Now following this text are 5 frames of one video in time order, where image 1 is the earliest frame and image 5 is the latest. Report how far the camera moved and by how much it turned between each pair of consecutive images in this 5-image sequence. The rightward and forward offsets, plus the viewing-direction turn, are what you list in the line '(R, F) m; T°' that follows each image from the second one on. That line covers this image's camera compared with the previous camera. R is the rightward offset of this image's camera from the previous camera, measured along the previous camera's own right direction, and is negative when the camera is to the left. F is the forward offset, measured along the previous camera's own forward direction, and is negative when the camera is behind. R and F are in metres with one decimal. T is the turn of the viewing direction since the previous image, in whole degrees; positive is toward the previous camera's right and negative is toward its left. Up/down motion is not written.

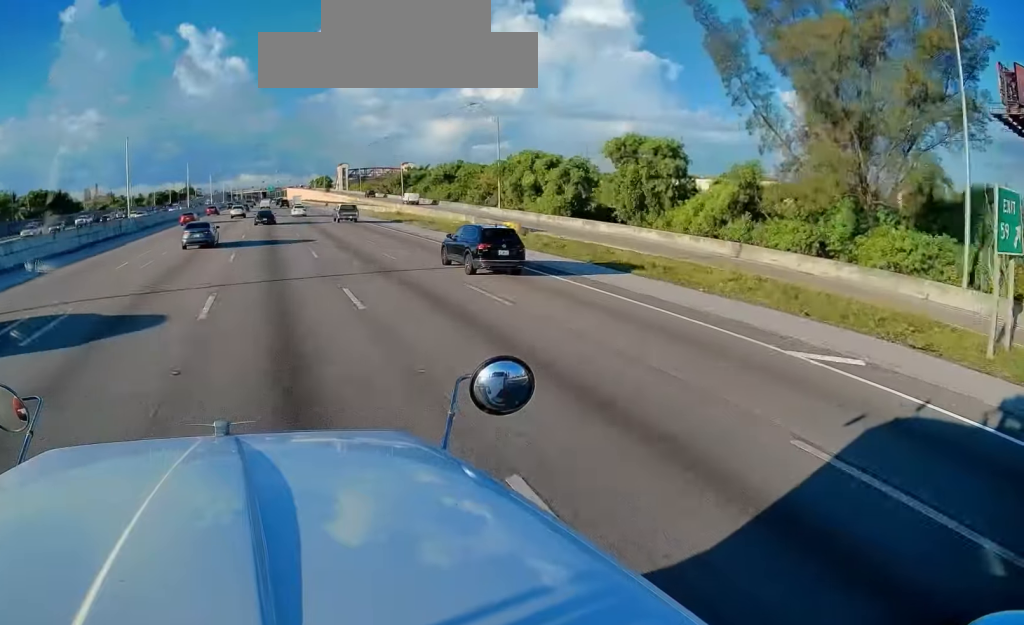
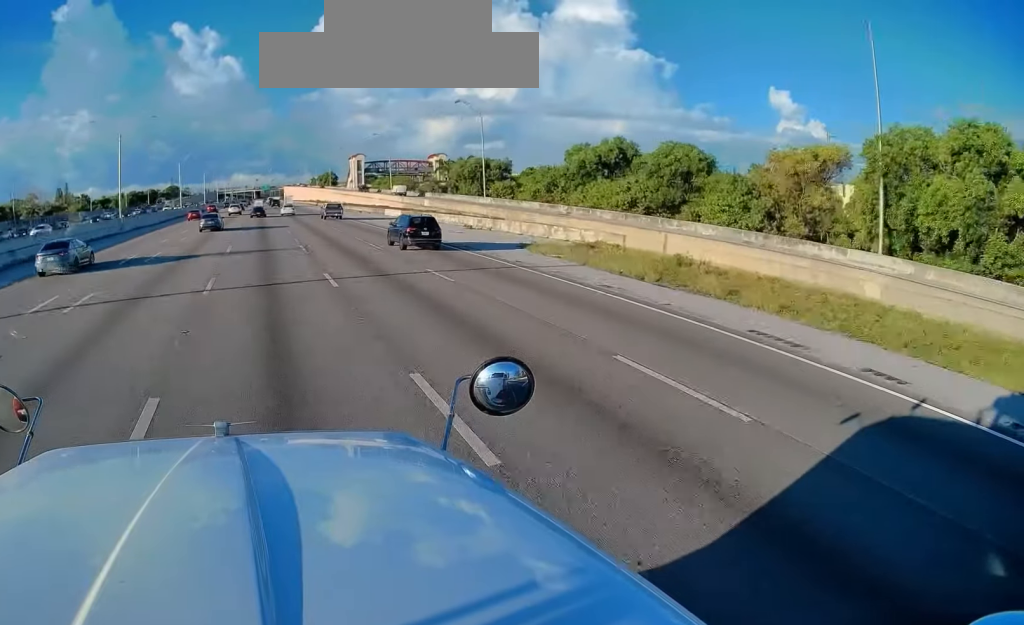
(-0.4, +62.0) m; 0°
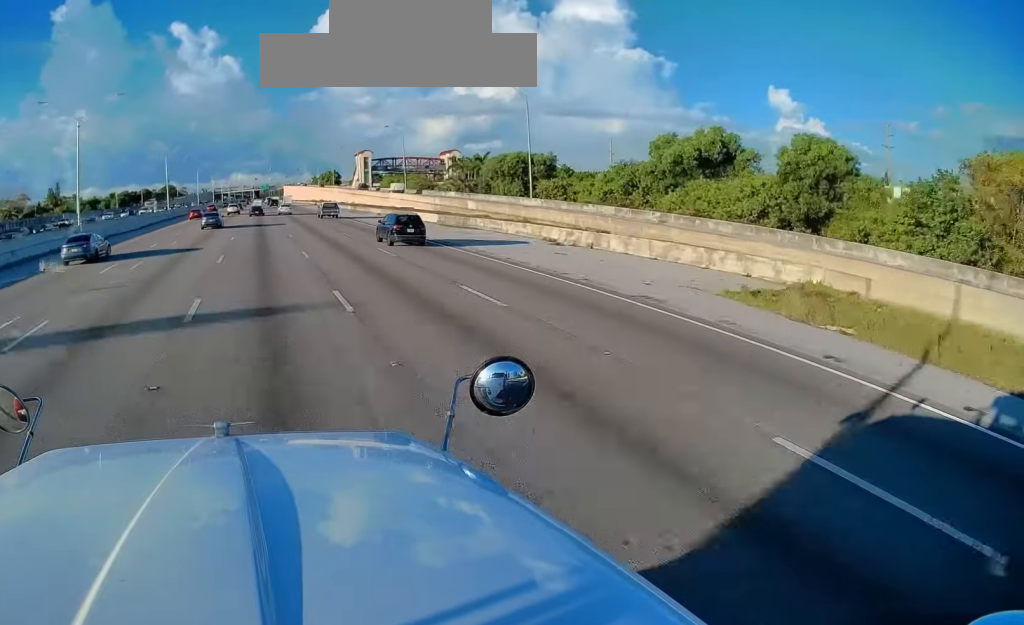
(+0.2, +16.9) m; +1°
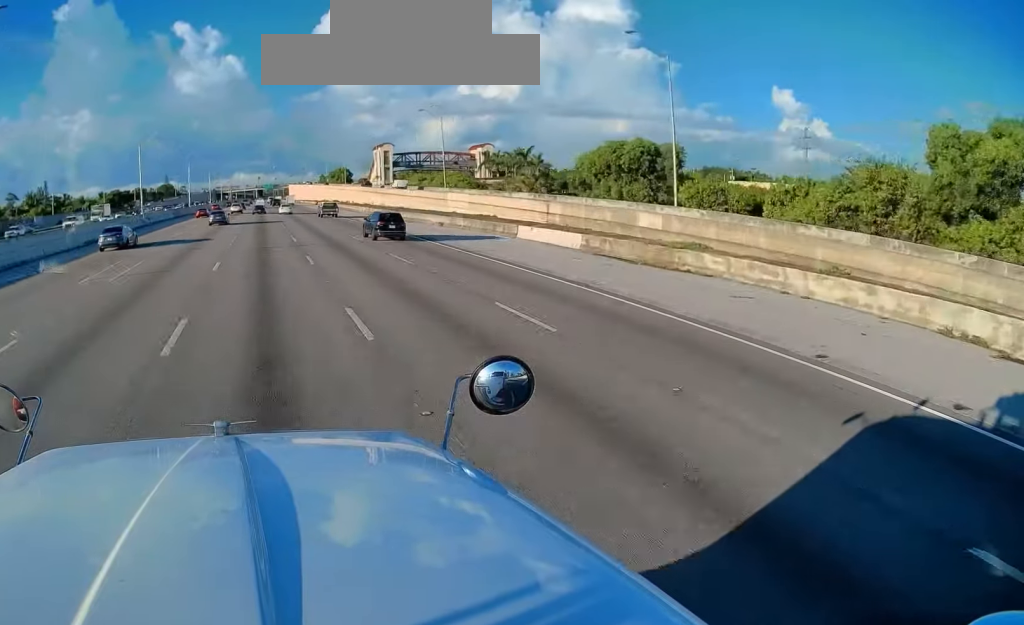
(+0.2, +28.2) m; 0°
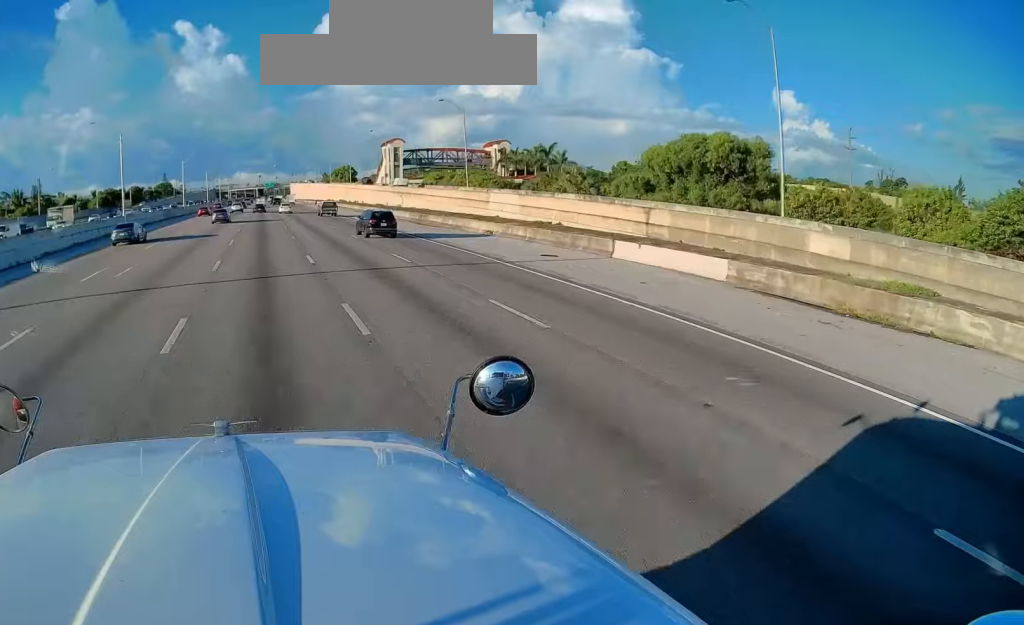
(0.0, +12.0) m; 0°
